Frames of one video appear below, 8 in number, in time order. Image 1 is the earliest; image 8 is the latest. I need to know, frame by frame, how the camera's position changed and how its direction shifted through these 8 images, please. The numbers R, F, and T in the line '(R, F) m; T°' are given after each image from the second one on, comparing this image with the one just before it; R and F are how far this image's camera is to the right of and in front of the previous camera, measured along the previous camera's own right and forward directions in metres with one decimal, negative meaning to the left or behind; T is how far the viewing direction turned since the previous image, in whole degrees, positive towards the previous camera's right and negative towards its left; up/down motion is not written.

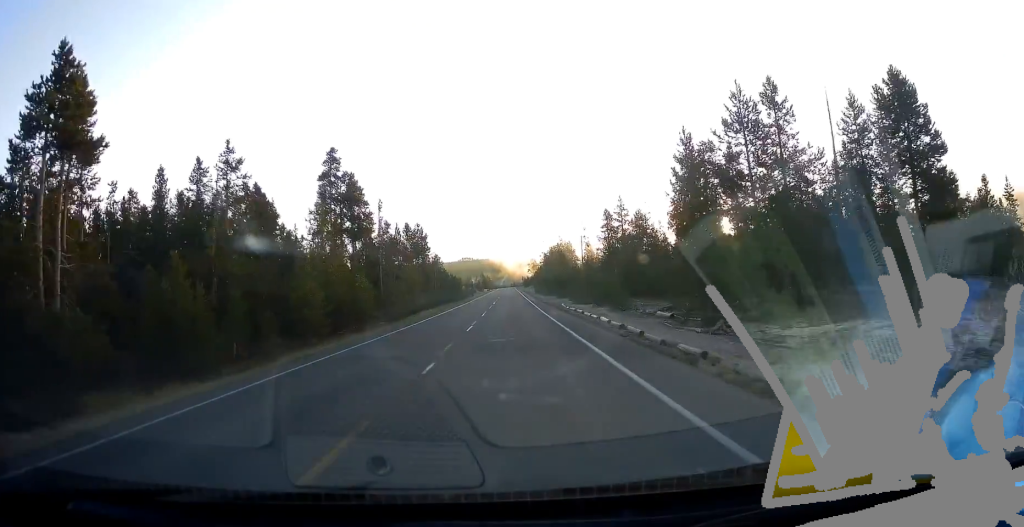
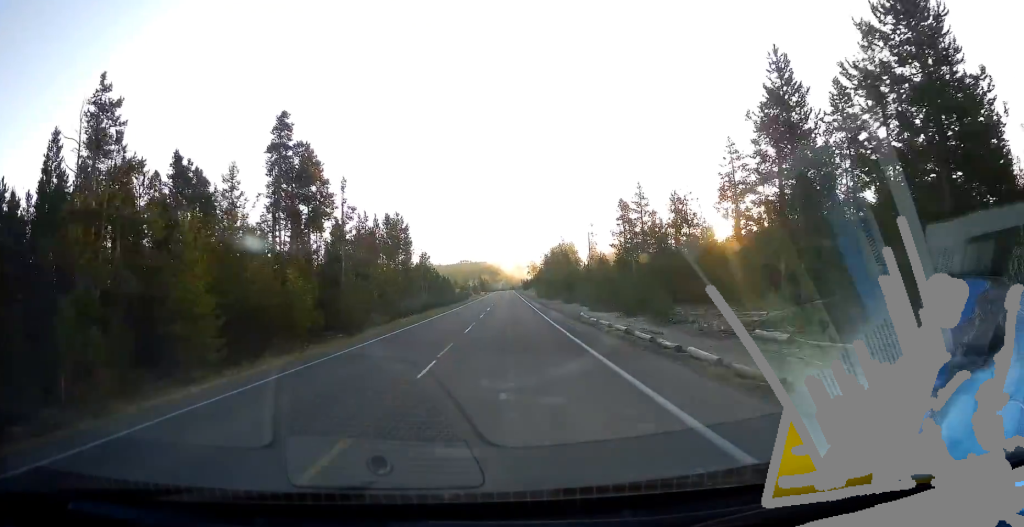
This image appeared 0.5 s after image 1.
(0.0, +12.3) m; 0°
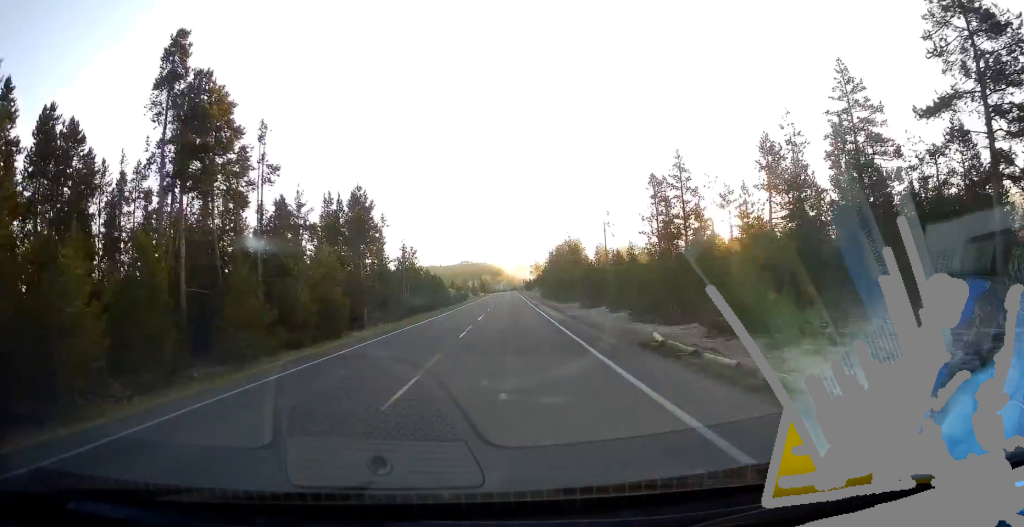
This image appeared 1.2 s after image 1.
(0.0, +15.5) m; 0°
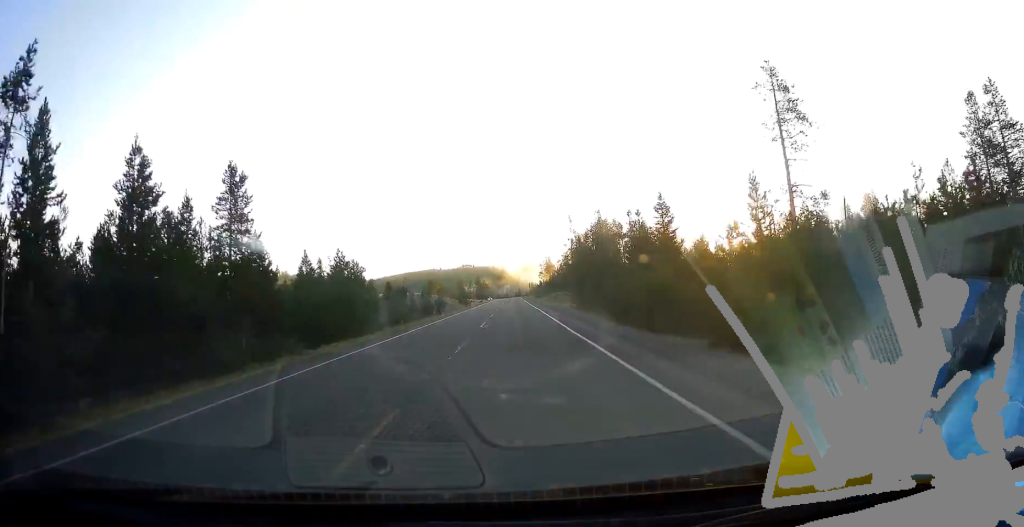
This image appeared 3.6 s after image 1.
(+0.8, +55.6) m; 0°
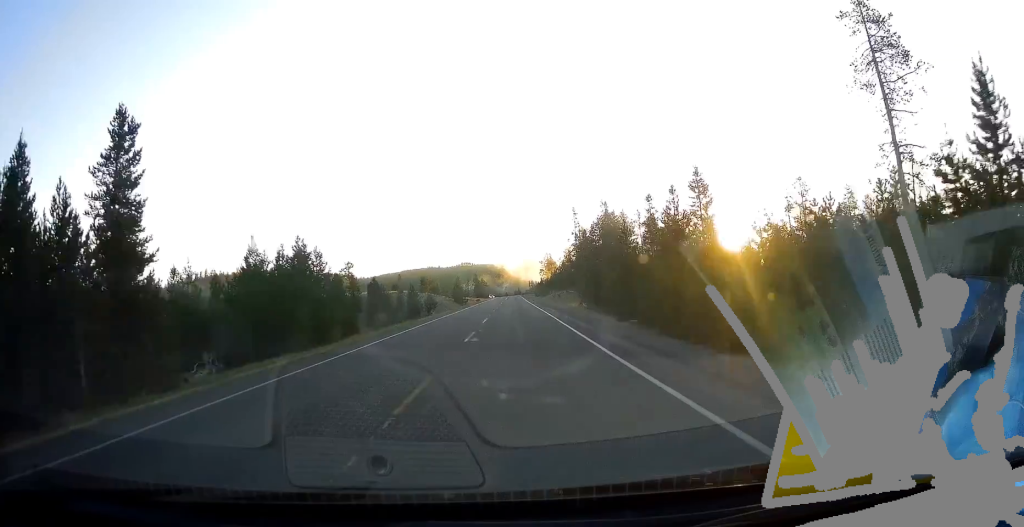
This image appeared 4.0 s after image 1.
(-0.2, +9.3) m; 0°
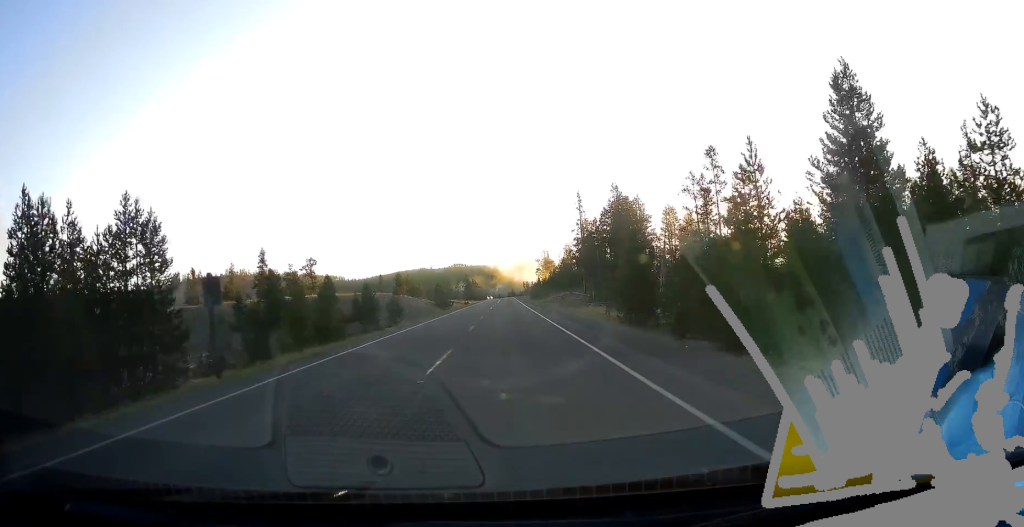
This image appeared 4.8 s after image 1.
(0.0, +18.8) m; 0°
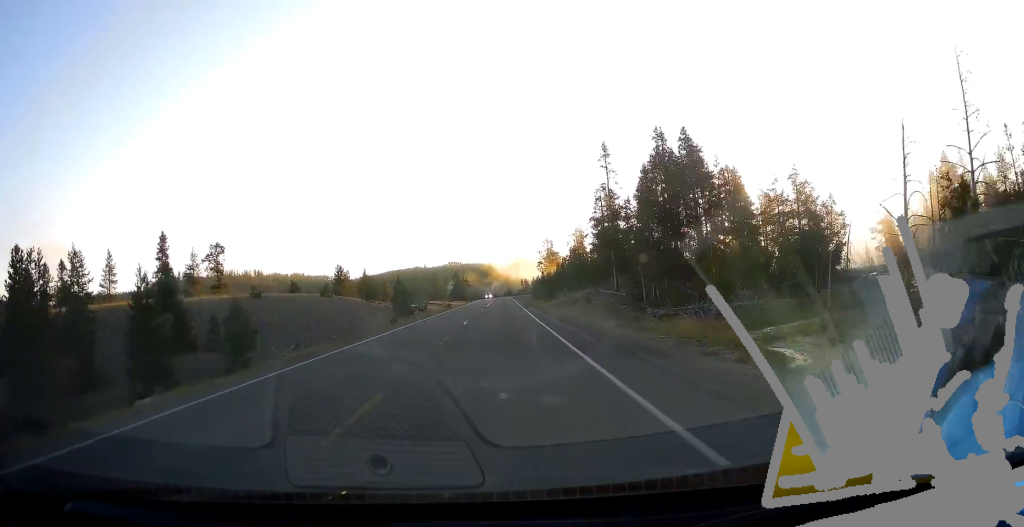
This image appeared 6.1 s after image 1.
(+0.4, +31.2) m; +1°
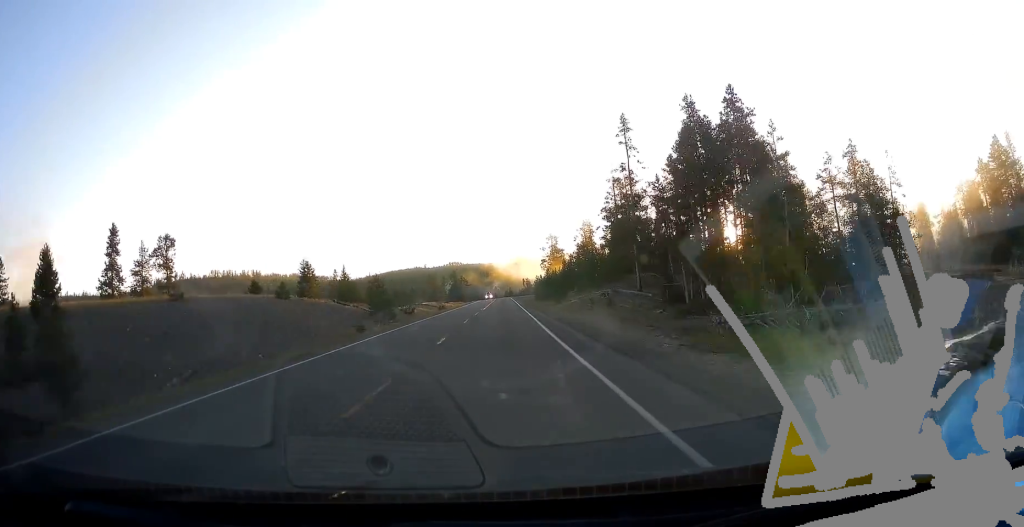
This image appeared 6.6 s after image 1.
(0.0, +11.0) m; 0°
